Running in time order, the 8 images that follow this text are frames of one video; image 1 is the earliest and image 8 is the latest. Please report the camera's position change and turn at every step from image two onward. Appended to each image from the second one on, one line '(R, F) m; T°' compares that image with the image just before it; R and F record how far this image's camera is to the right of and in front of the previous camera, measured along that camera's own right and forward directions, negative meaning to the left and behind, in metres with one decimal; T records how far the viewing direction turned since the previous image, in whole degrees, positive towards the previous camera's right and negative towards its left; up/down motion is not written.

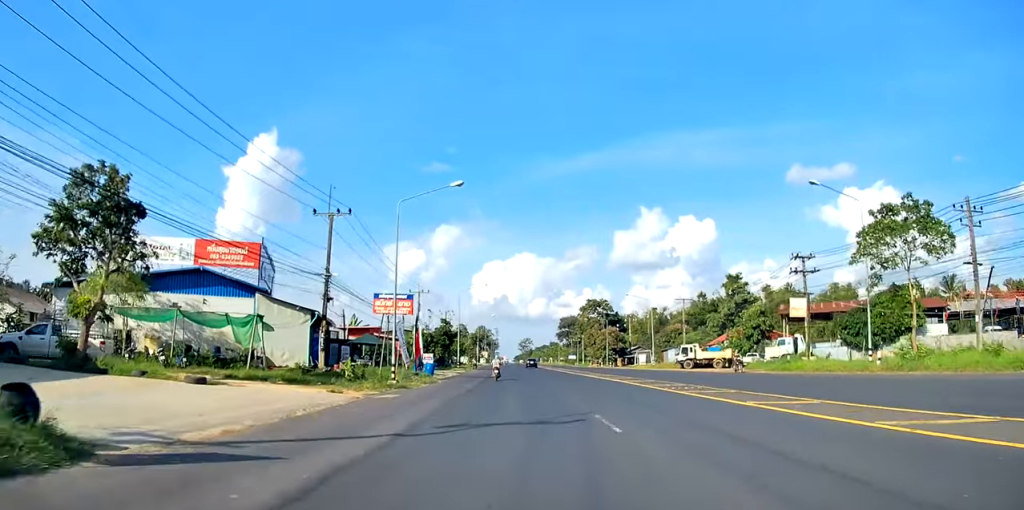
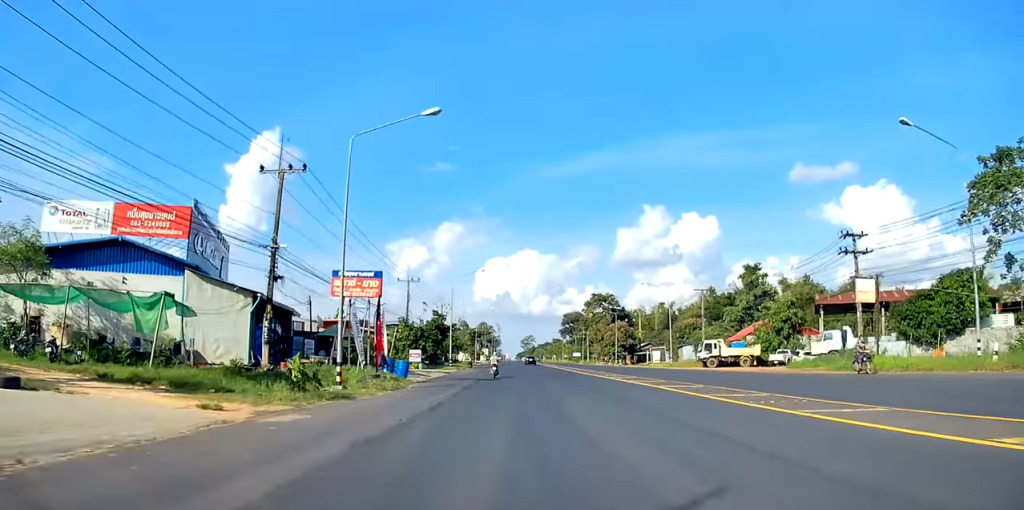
(+0.1, +9.5) m; 0°
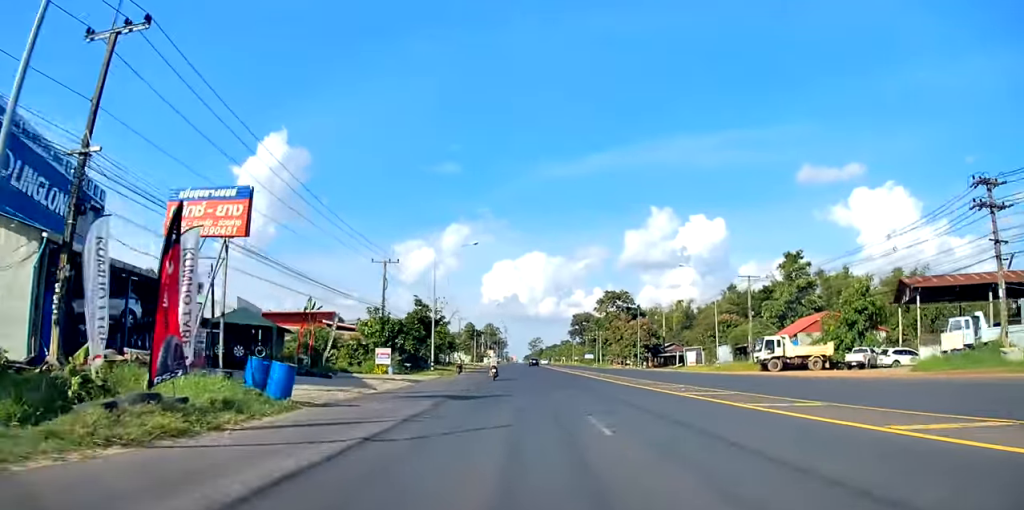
(-0.1, +16.5) m; -1°
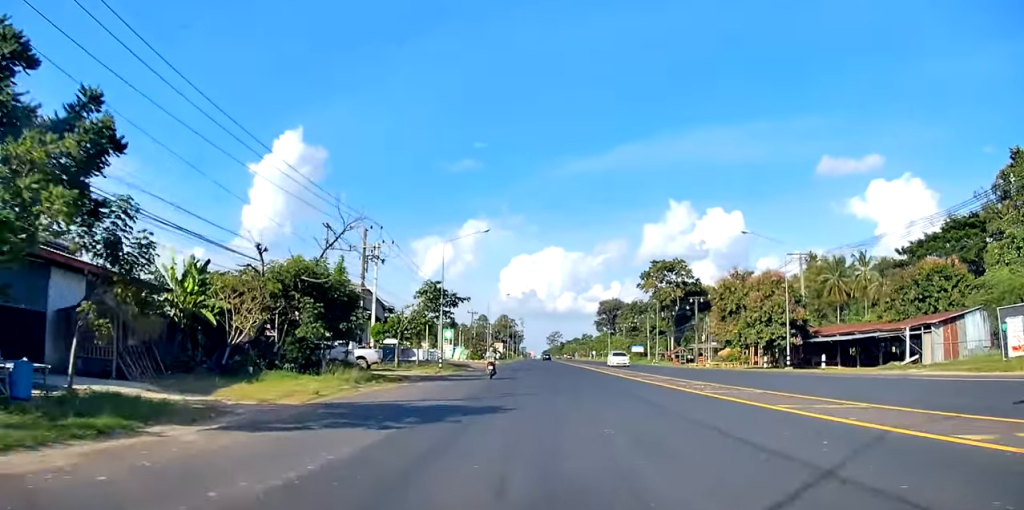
(-0.4, +51.7) m; -1°
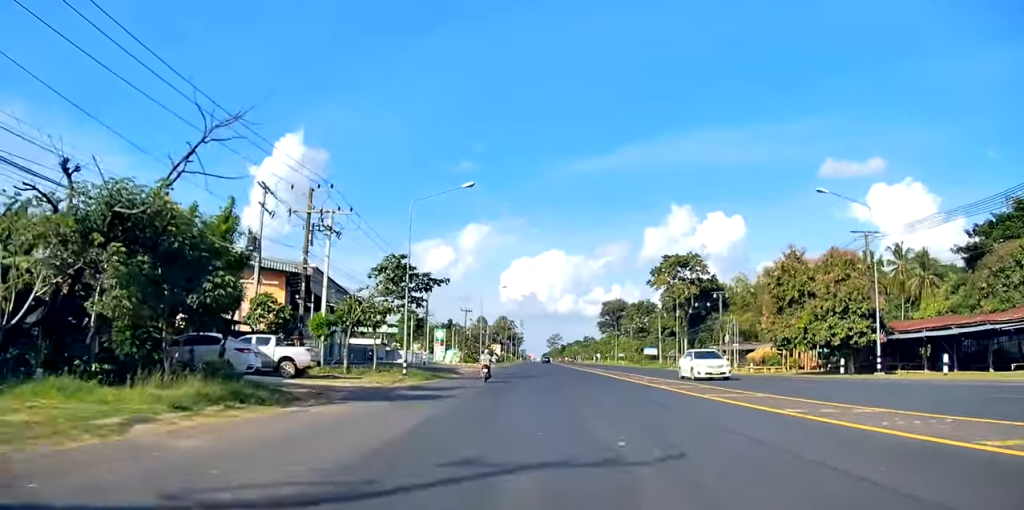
(0.0, +13.0) m; -1°
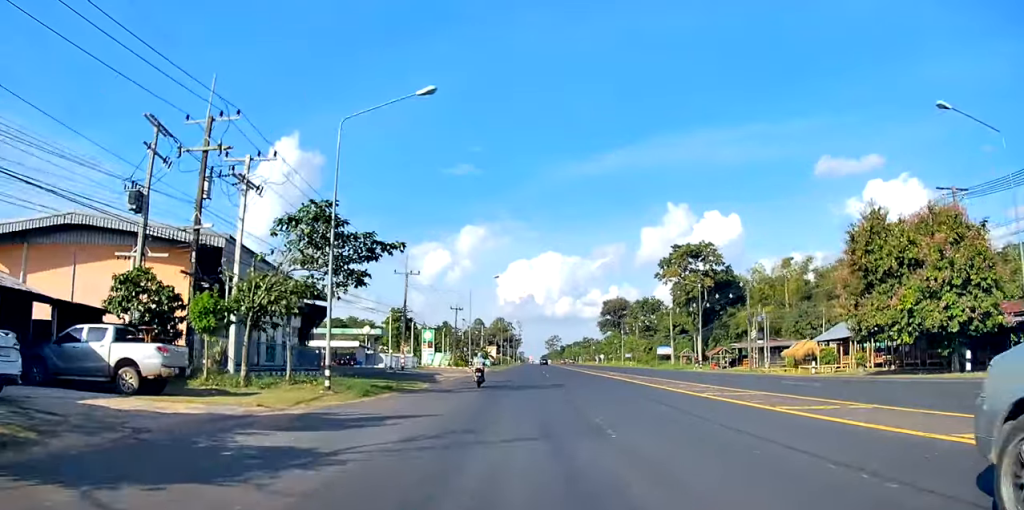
(-0.1, +12.2) m; -1°
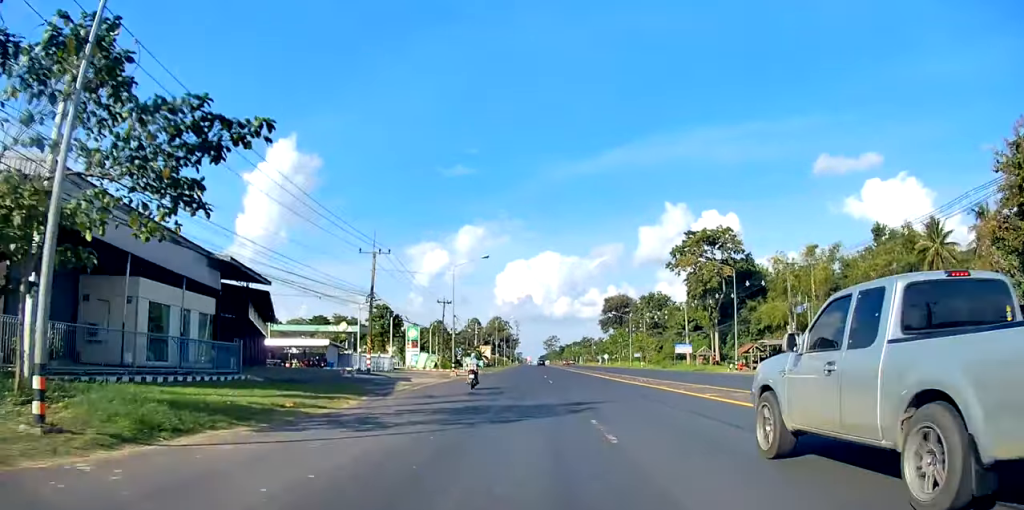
(-0.3, +12.1) m; 0°
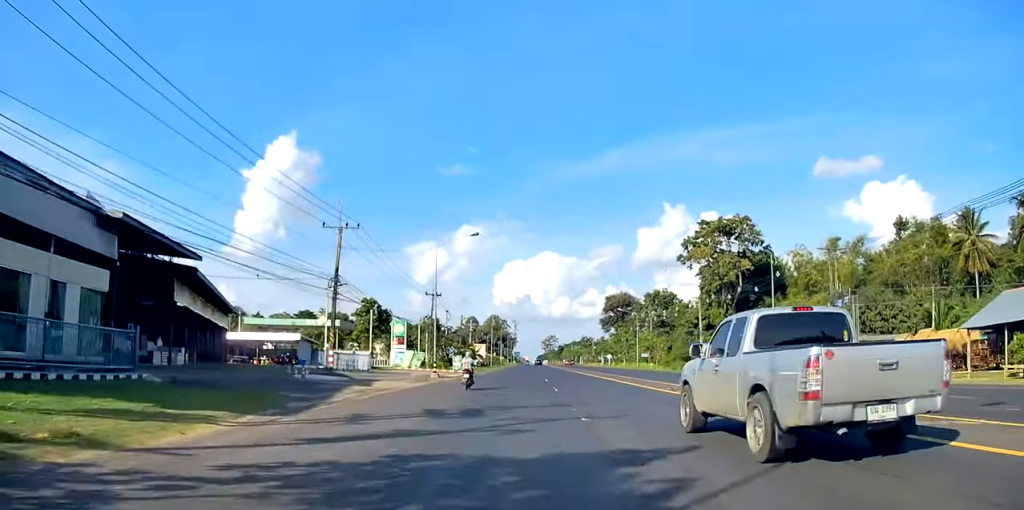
(+0.1, +8.5) m; 0°
